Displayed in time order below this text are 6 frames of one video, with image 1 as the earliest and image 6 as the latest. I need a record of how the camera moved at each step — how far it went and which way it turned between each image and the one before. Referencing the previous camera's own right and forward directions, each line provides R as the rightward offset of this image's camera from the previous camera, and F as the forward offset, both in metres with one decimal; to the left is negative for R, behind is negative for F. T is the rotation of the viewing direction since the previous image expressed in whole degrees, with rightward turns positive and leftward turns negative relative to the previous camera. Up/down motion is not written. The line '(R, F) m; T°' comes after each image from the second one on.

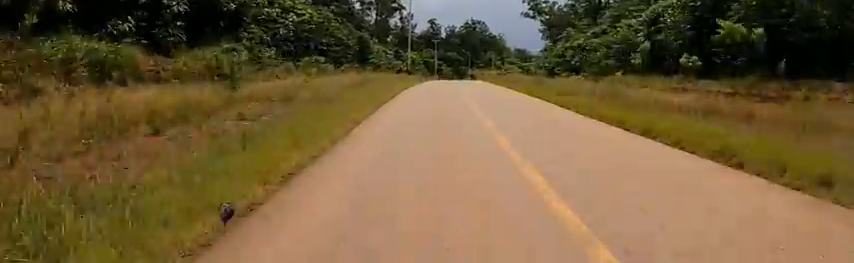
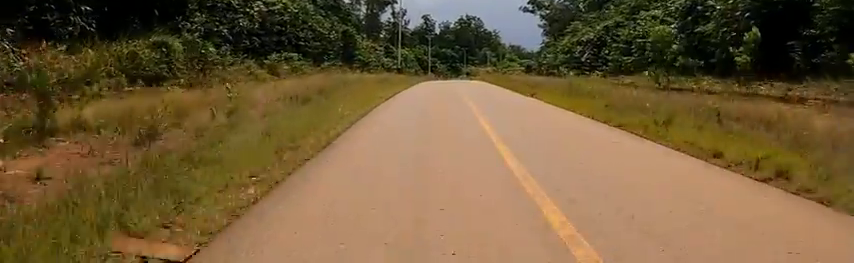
(-0.1, +7.1) m; +3°
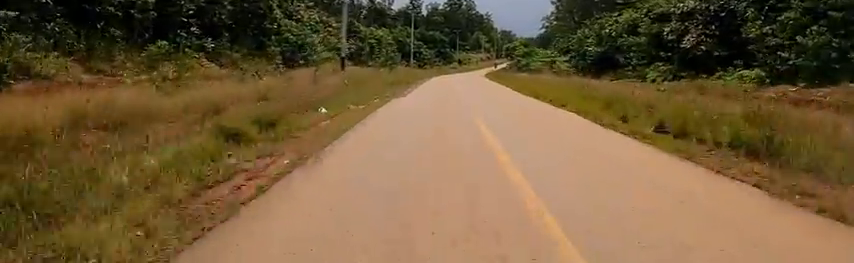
(+0.5, +28.7) m; 0°
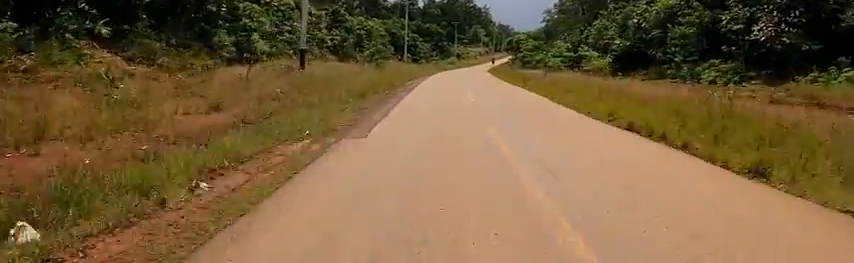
(+0.4, +8.1) m; +2°
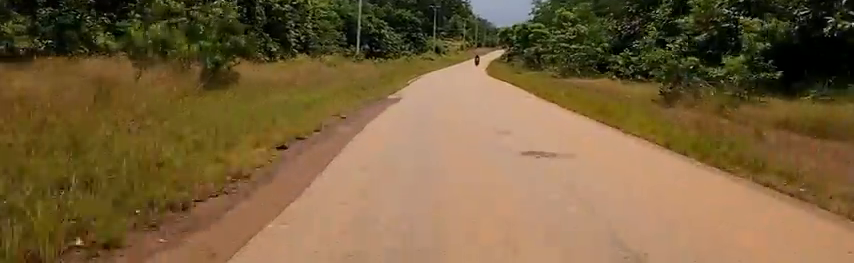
(+0.8, +25.5) m; +1°
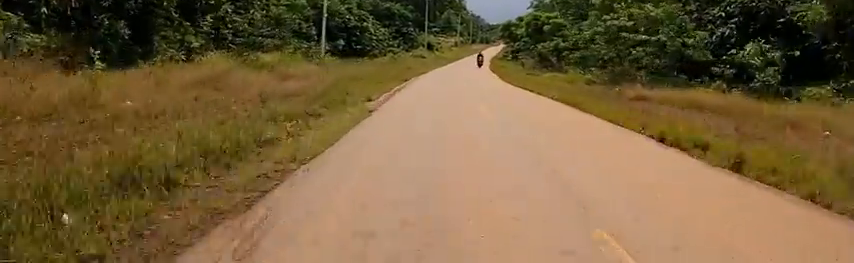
(0.0, +11.2) m; -1°
